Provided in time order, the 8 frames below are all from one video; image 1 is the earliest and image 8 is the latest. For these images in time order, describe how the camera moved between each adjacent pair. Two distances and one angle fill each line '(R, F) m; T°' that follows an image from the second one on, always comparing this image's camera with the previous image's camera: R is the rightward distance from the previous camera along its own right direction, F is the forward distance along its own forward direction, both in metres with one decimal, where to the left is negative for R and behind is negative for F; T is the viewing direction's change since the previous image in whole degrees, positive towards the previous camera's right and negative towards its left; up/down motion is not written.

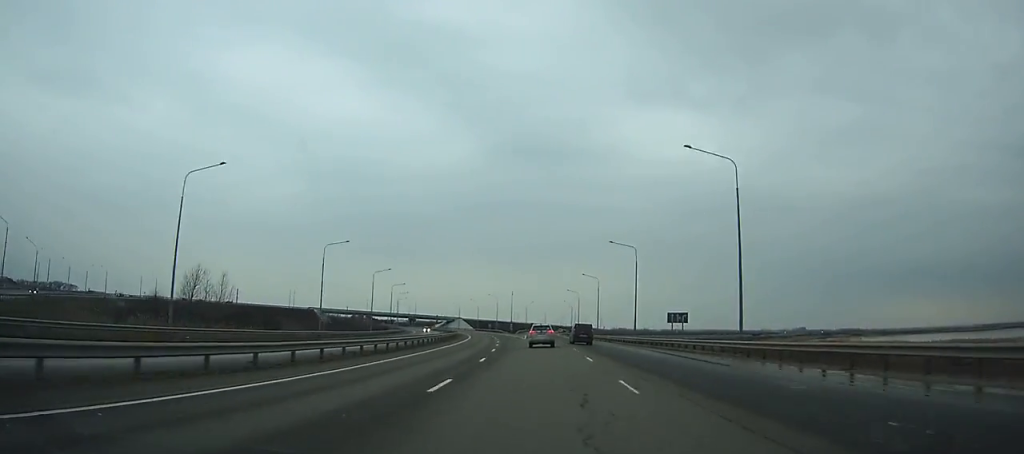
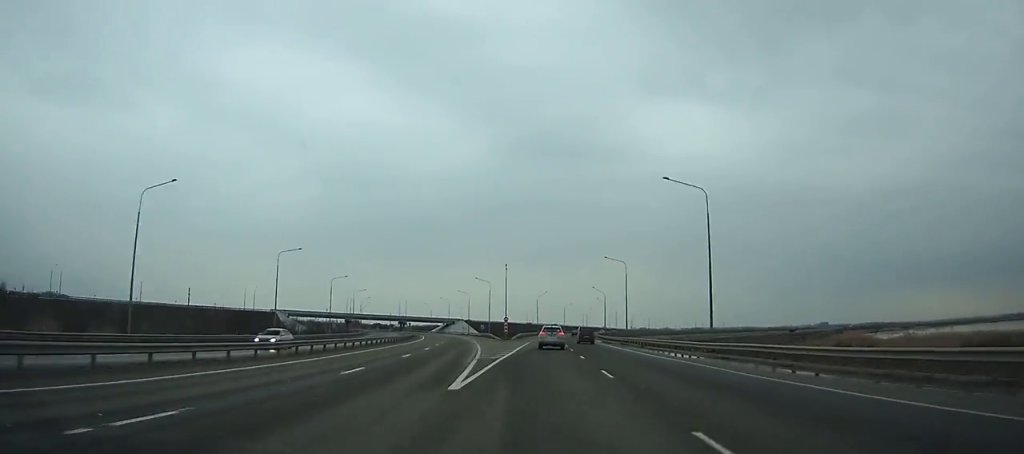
(-0.5, +67.1) m; 0°
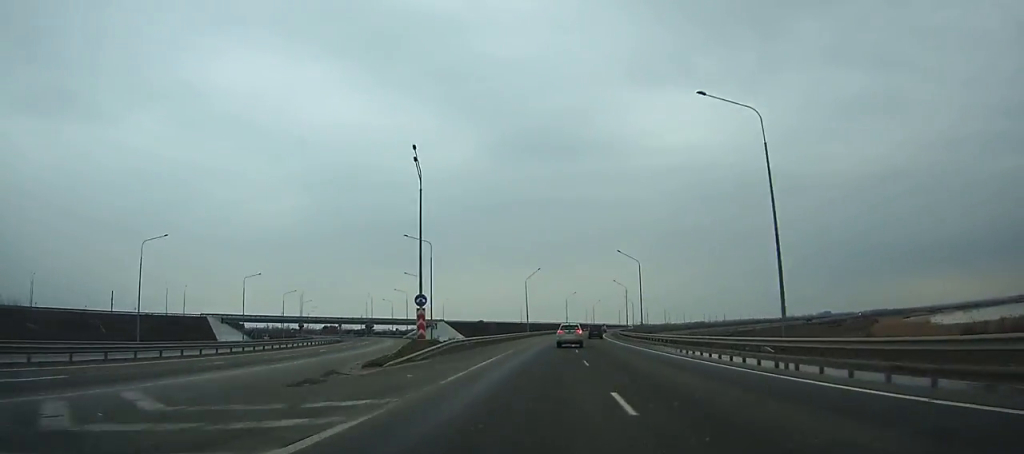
(-0.4, +57.1) m; +2°
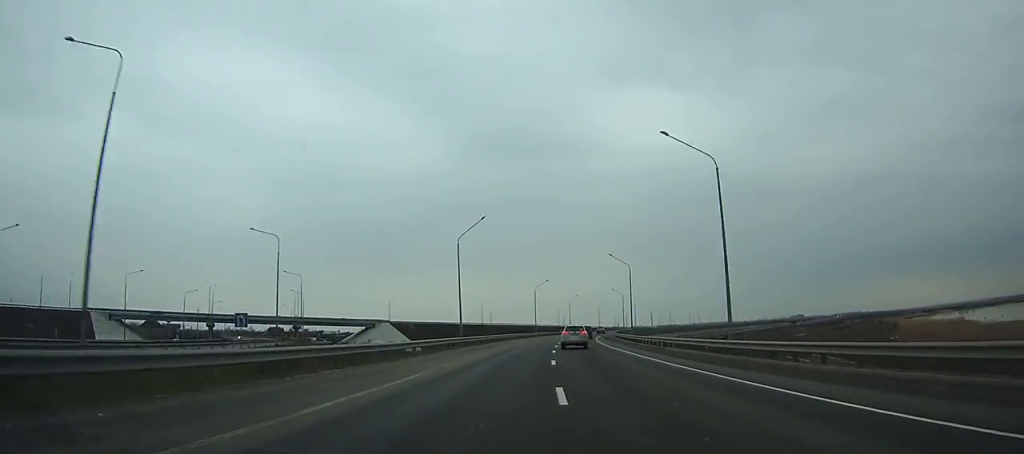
(+1.4, +47.2) m; +3°
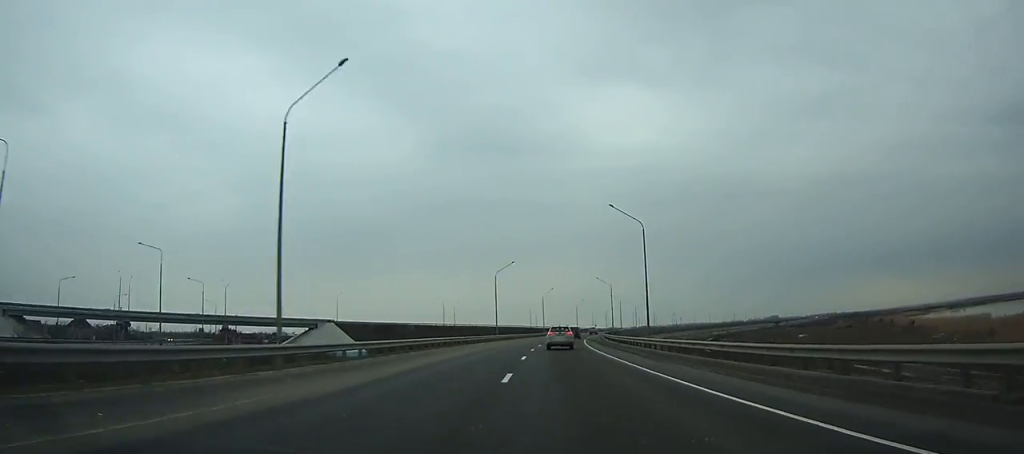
(0.0, +31.6) m; +2°
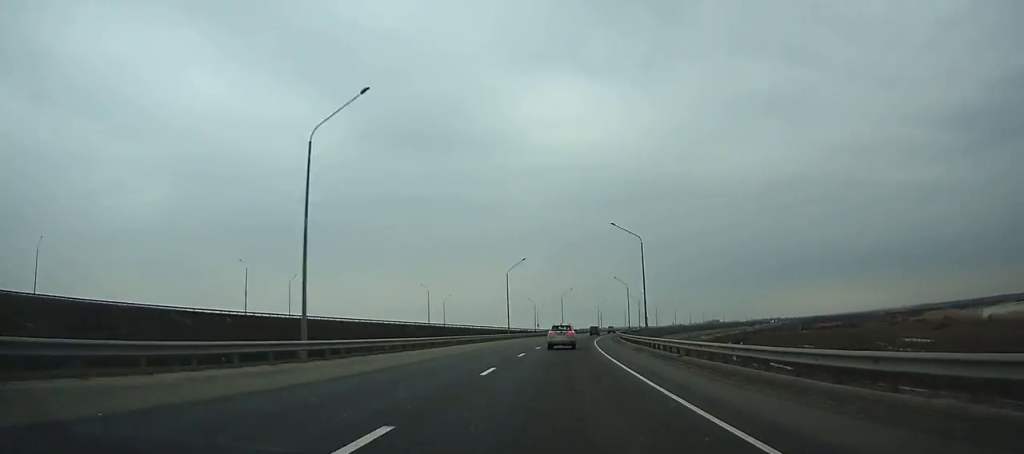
(+7.9, +116.6) m; +8°
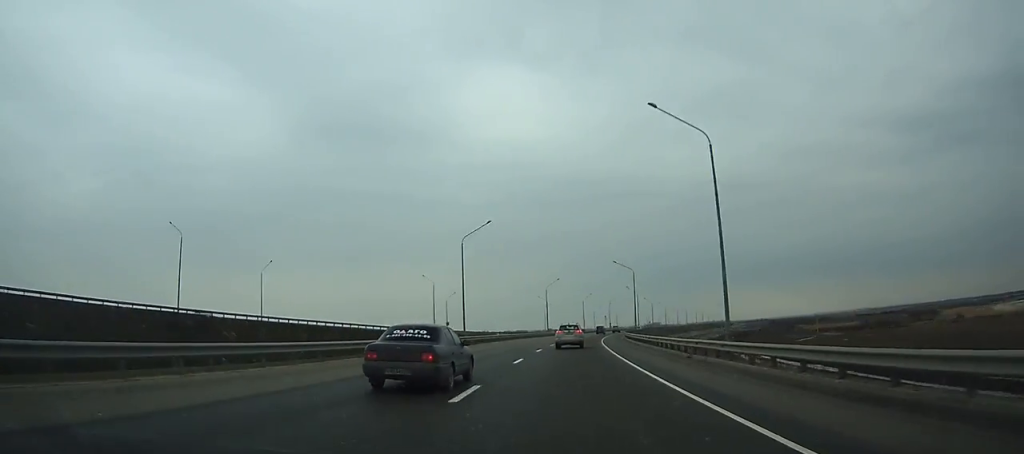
(+5.0, +90.5) m; +7°
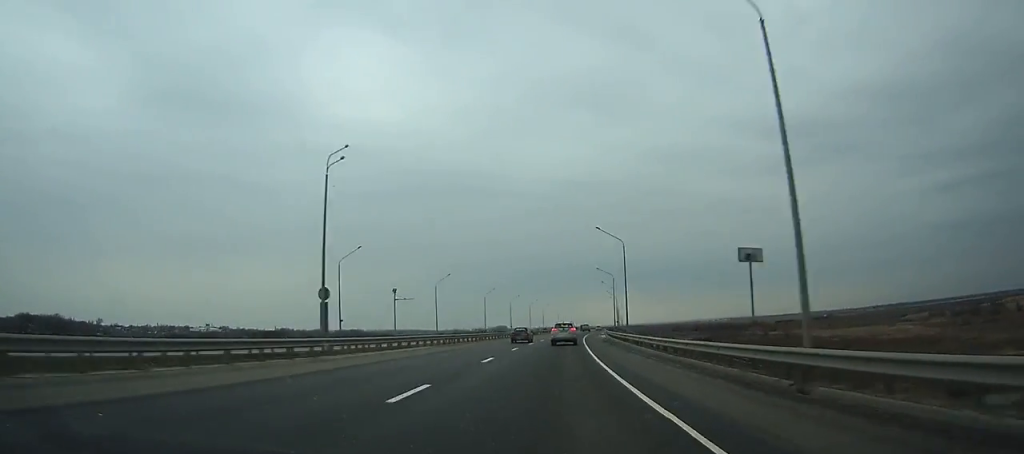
(+22.8, +187.3) m; +13°
